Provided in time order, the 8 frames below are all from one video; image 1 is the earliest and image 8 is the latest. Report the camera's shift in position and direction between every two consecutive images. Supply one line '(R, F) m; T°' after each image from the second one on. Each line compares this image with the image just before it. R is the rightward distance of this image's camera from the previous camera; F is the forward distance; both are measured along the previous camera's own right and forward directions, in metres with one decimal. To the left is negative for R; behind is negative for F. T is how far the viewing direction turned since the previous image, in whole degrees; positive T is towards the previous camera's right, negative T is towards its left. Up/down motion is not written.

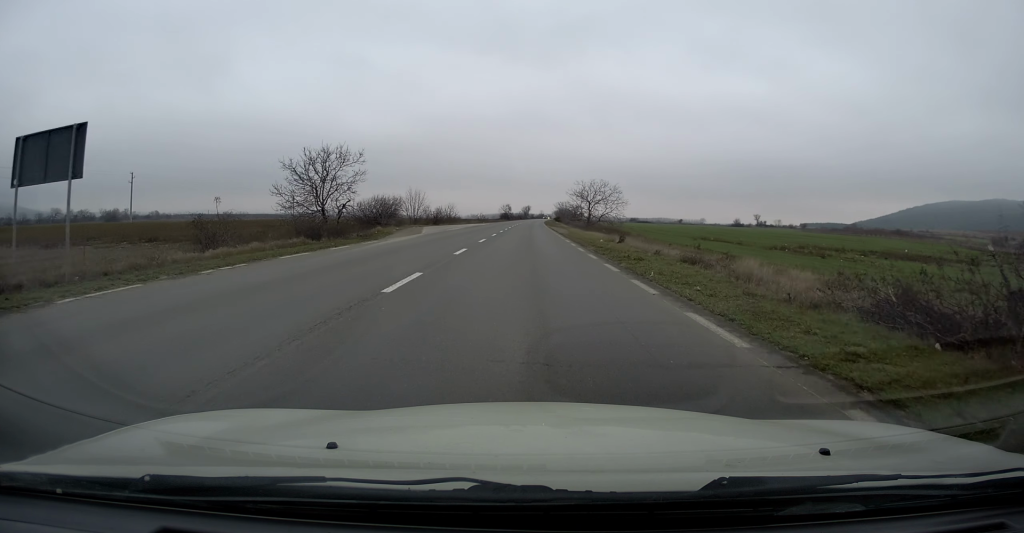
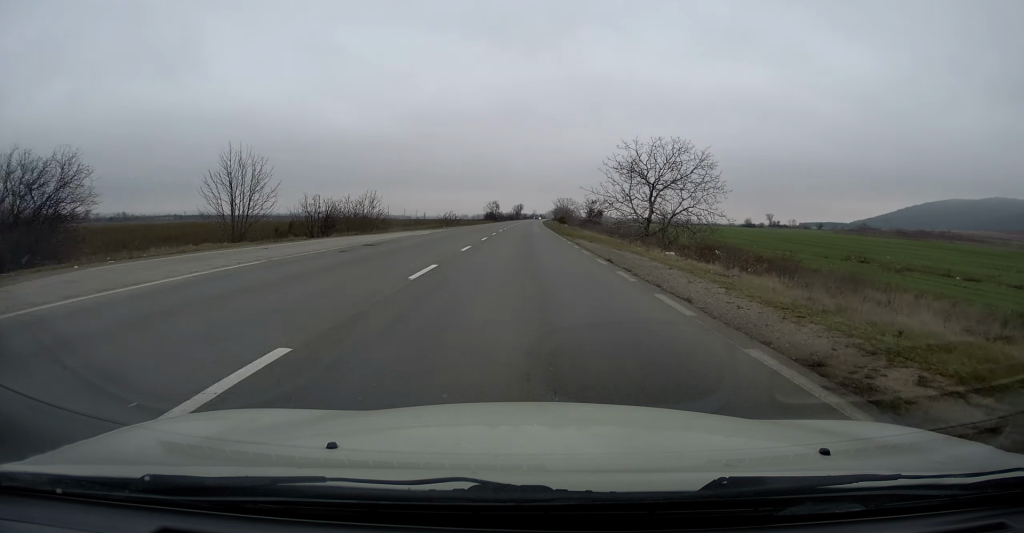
(+0.3, +42.8) m; +1°
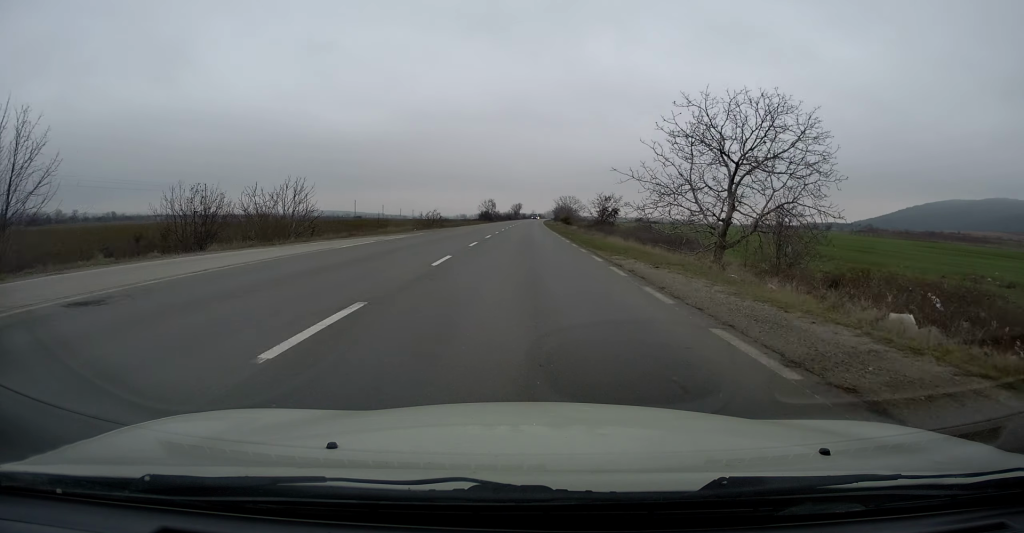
(+0.3, +15.2) m; 0°
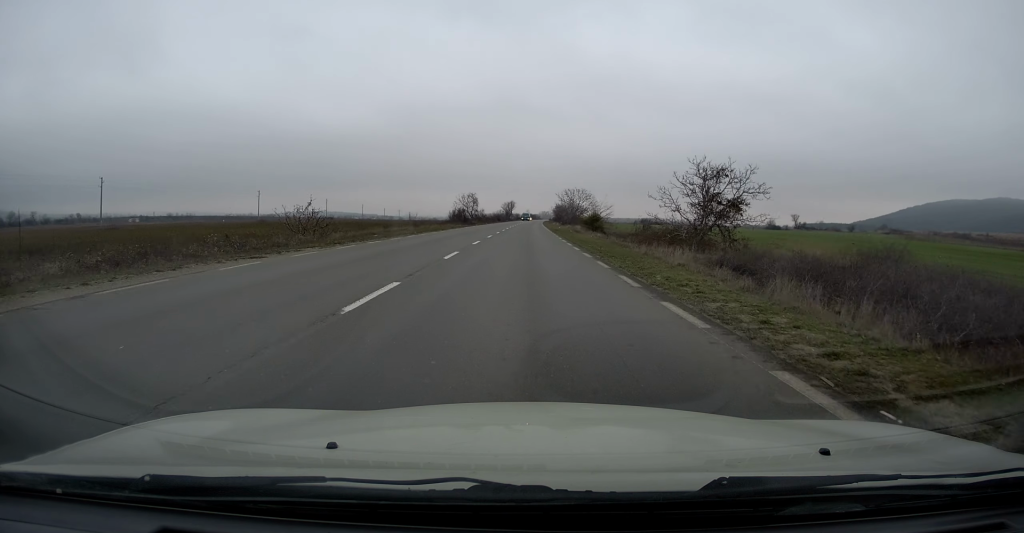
(-0.1, +42.4) m; +1°
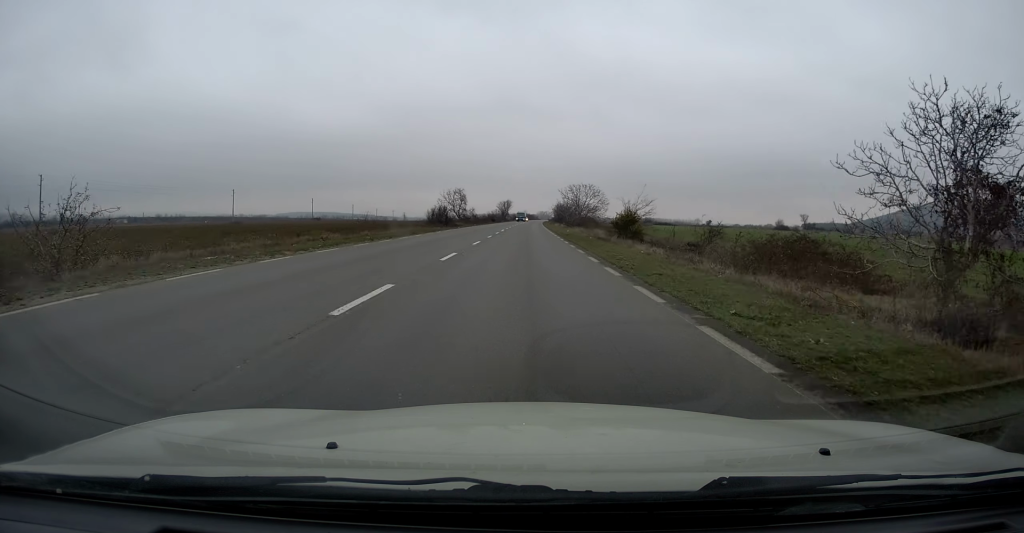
(+0.1, +18.3) m; 0°
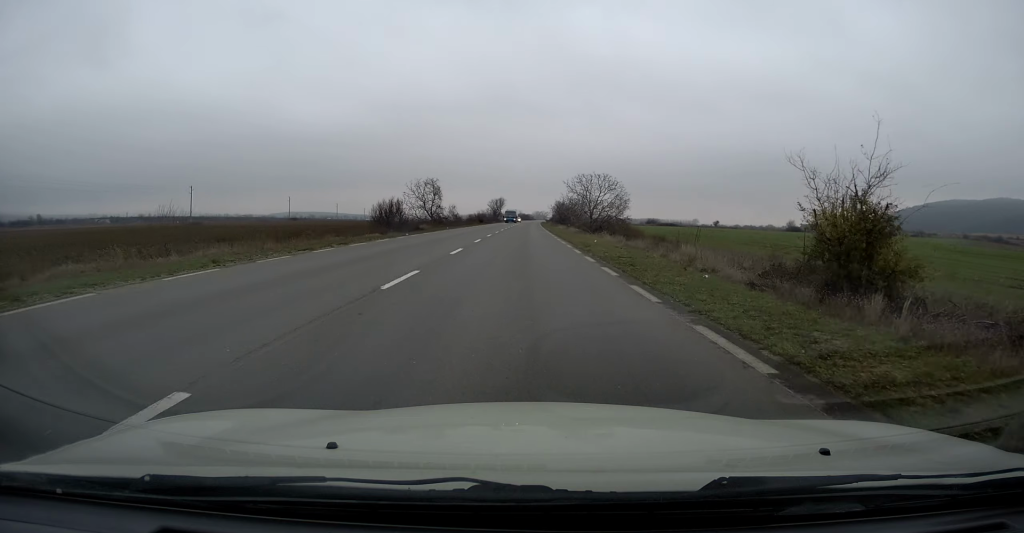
(-0.3, +24.4) m; 0°
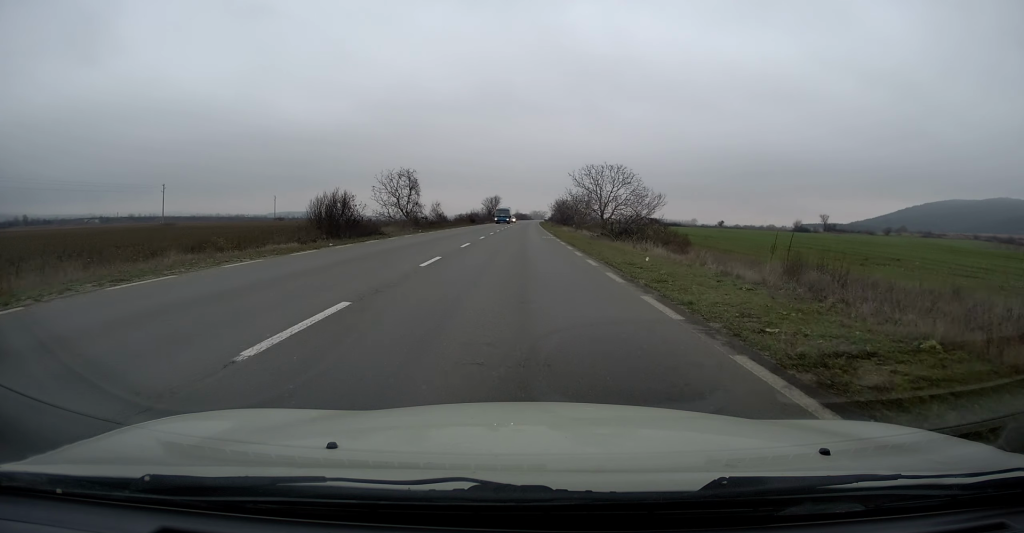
(0.0, +13.7) m; 0°
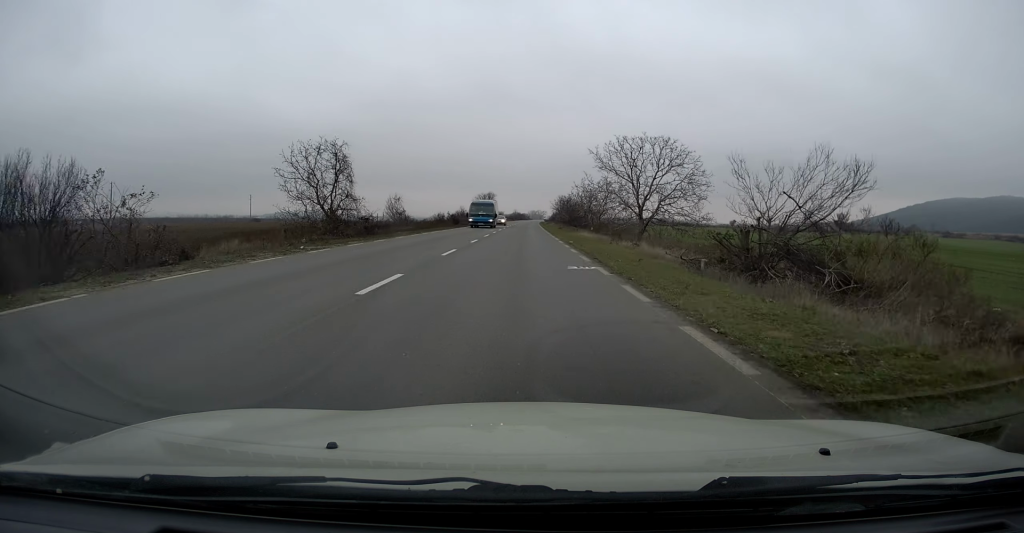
(+0.3, +22.9) m; +1°
